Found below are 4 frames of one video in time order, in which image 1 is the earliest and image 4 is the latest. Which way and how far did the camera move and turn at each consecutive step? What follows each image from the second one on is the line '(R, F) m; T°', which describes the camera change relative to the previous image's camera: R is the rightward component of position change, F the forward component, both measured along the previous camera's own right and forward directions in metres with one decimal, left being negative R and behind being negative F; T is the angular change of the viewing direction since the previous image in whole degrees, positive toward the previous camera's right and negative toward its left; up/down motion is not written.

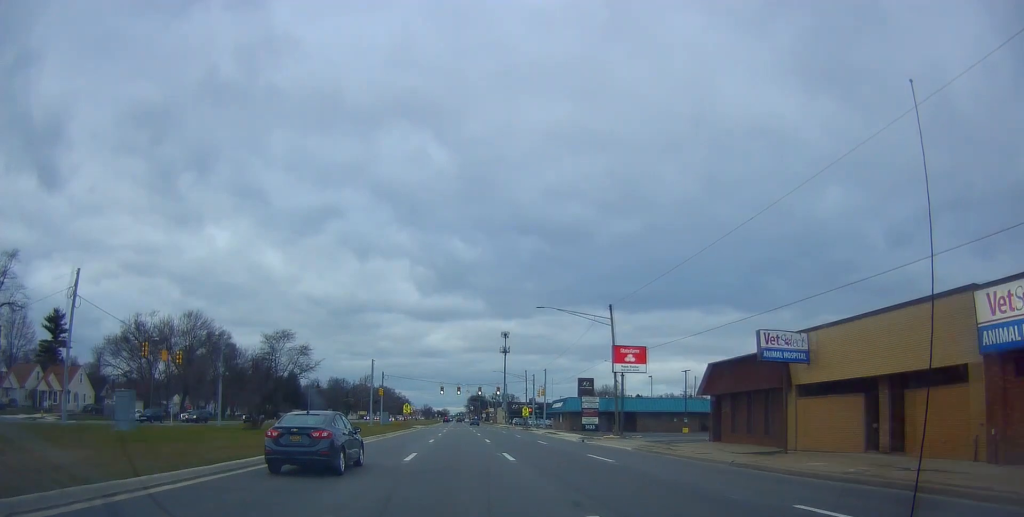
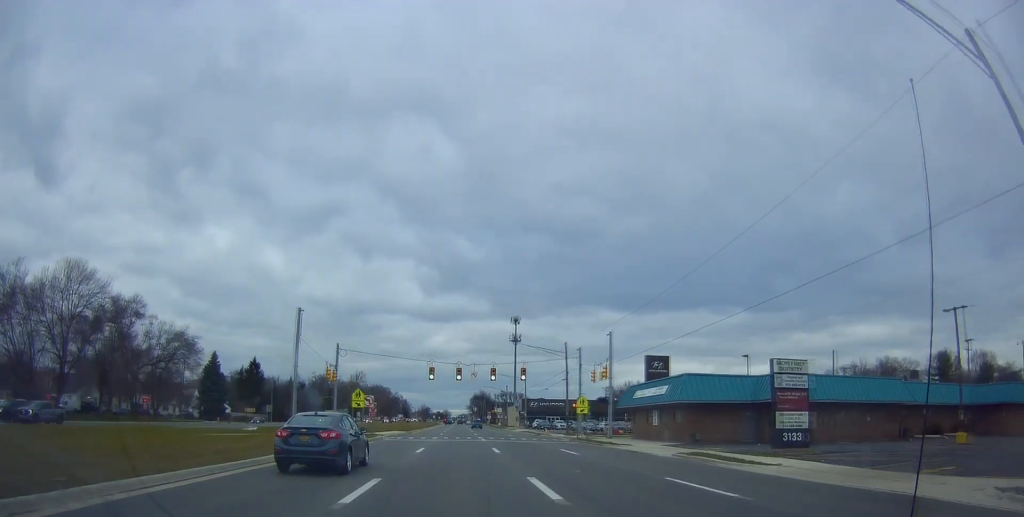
(-1.3, +40.0) m; -1°
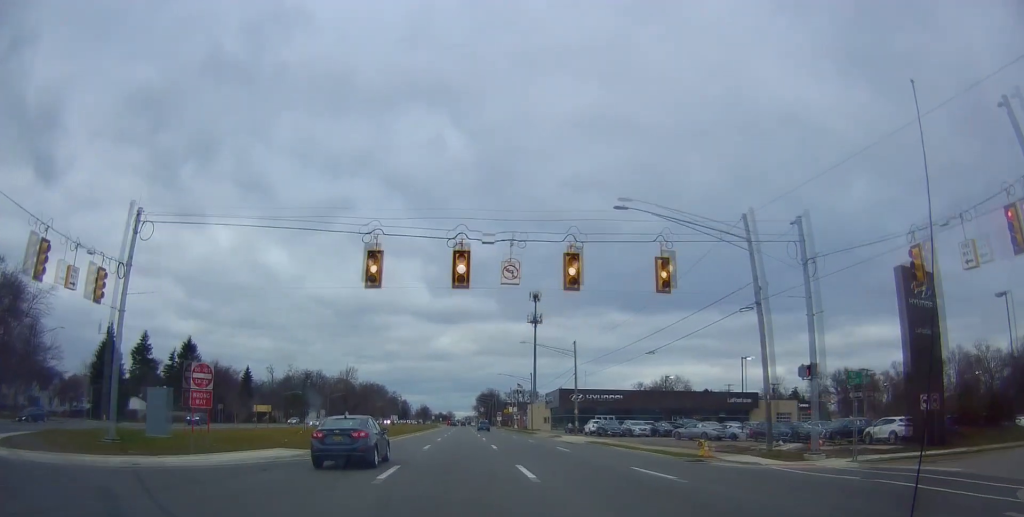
(+1.1, +44.4) m; +1°
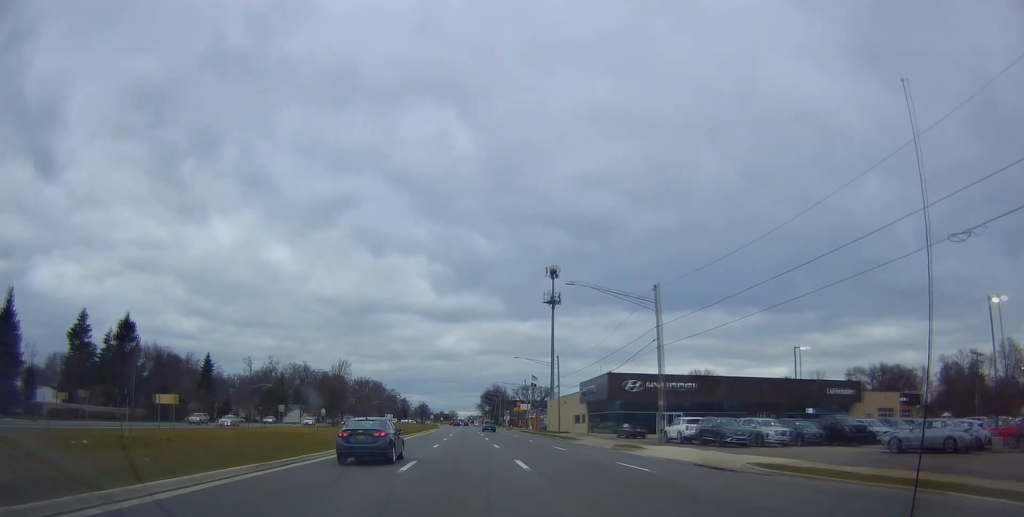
(+0.1, +27.1) m; -1°
